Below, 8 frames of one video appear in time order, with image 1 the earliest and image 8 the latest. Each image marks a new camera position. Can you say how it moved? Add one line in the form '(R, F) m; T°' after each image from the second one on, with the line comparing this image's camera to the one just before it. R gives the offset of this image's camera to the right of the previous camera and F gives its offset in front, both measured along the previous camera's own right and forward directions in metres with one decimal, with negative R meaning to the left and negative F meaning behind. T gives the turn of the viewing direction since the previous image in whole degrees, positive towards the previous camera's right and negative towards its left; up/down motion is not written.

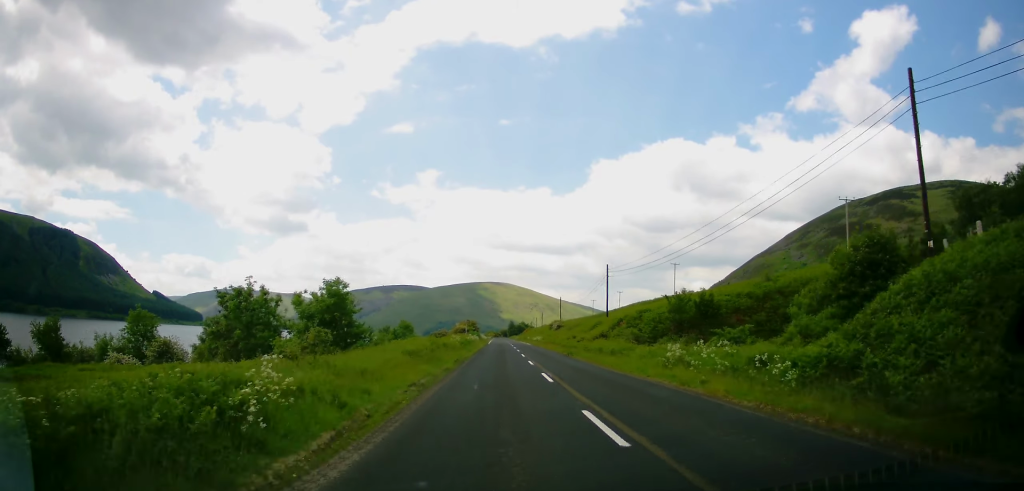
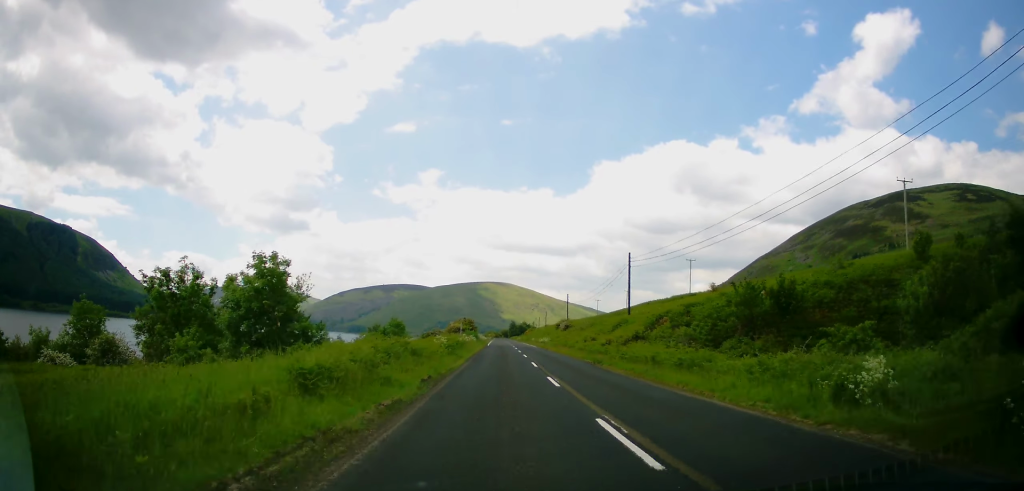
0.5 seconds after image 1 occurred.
(+0.1, +10.7) m; 0°
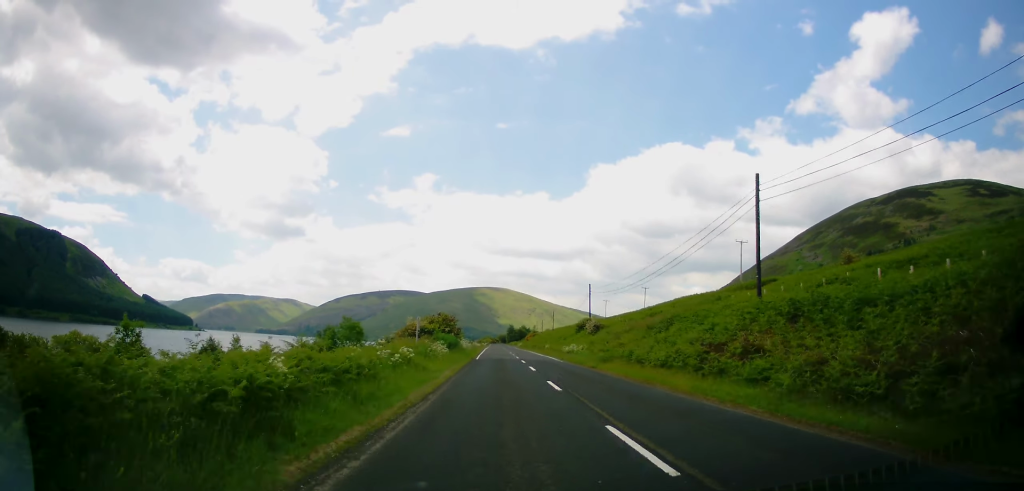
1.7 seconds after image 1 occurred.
(-0.3, +28.8) m; 0°
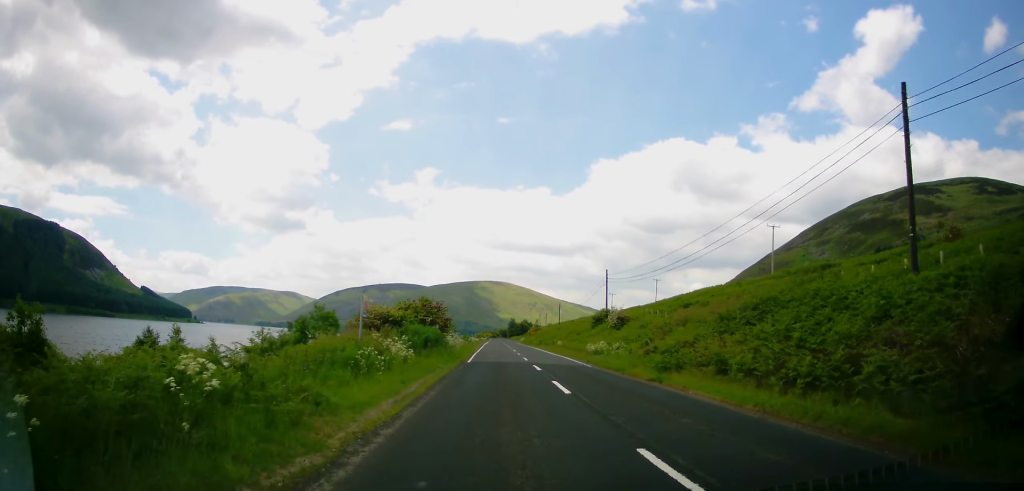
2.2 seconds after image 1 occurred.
(-0.1, +11.3) m; 0°
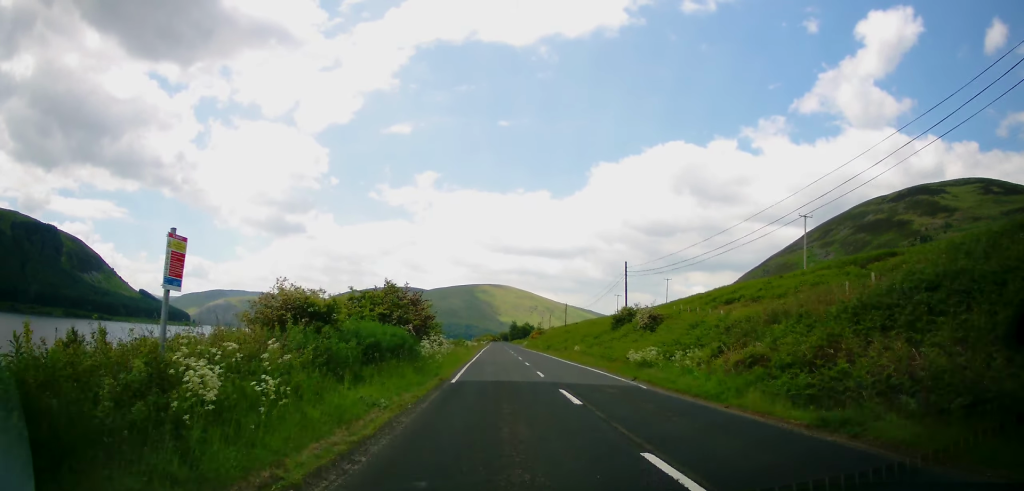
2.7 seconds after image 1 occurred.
(+0.1, +9.8) m; 0°
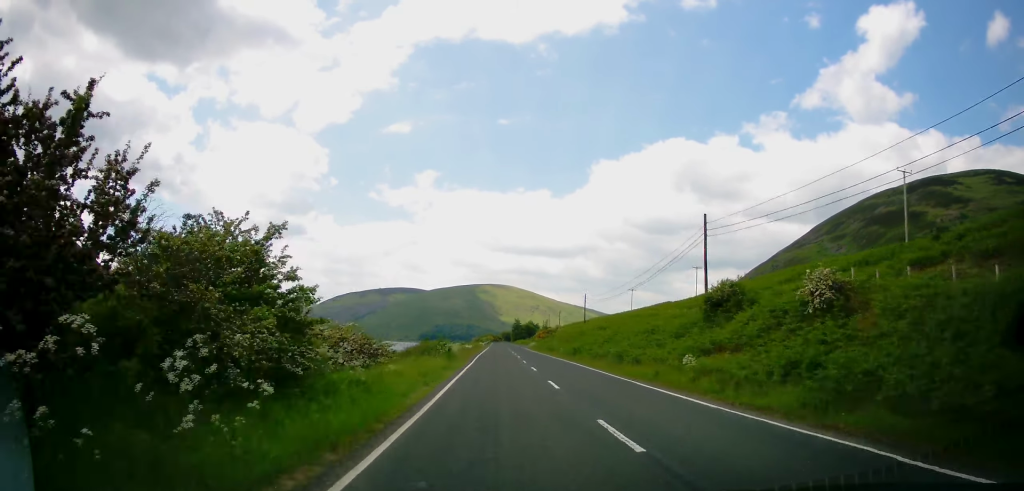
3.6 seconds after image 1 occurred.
(0.0, +21.7) m; 0°
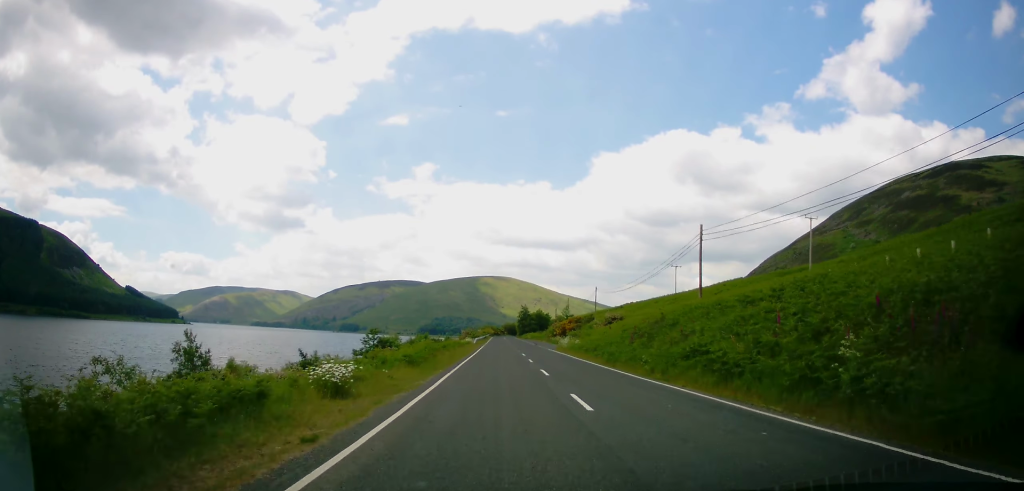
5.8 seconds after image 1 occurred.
(+0.2, +49.0) m; 0°
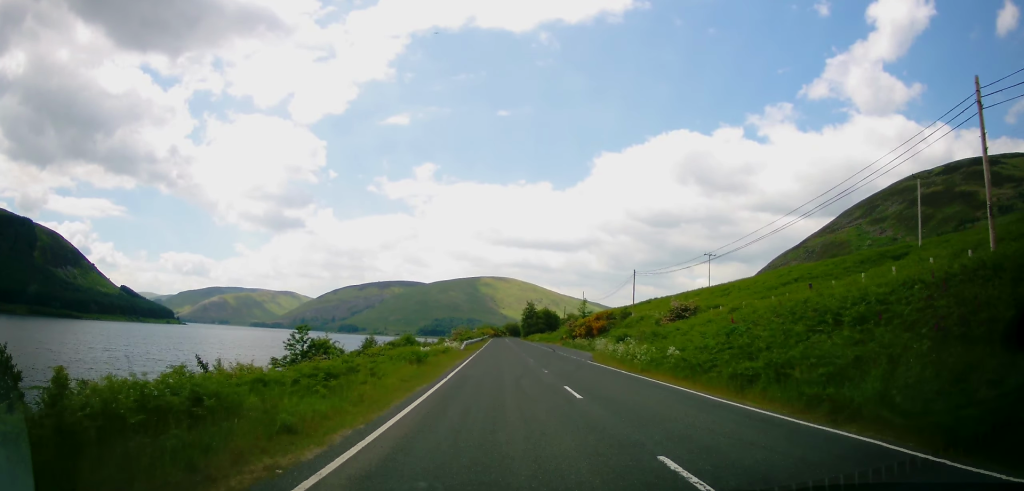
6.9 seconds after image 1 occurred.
(-0.3, +24.3) m; -1°
